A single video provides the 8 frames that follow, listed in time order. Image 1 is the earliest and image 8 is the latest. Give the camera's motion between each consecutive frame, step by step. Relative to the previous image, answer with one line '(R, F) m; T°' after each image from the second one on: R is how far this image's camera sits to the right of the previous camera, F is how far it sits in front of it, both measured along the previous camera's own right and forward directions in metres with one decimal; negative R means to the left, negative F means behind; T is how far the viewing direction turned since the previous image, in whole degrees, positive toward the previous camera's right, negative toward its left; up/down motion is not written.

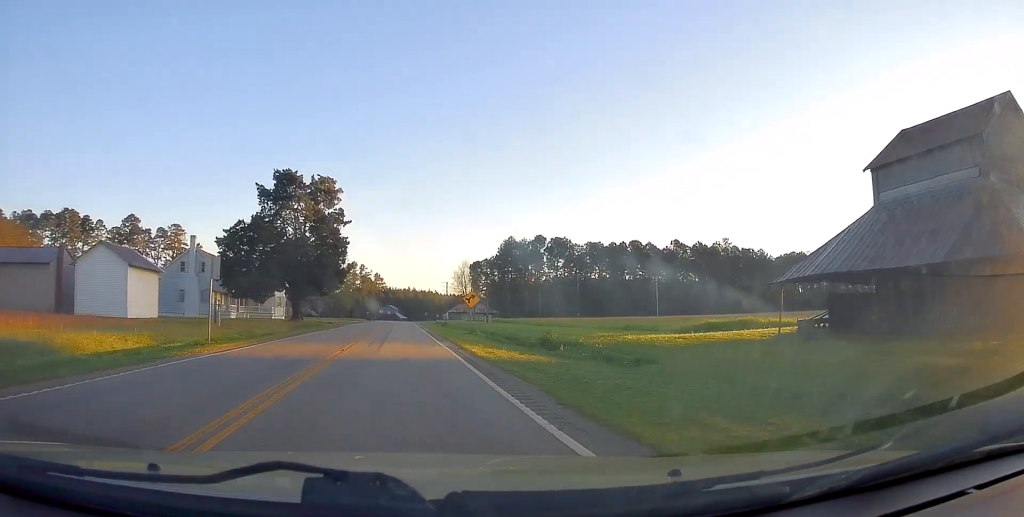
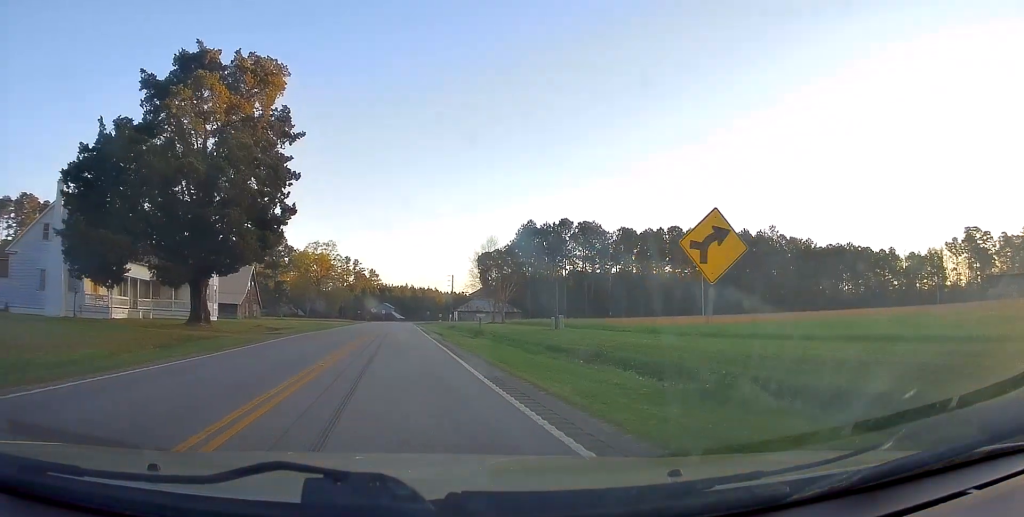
(+0.1, +28.1) m; +1°
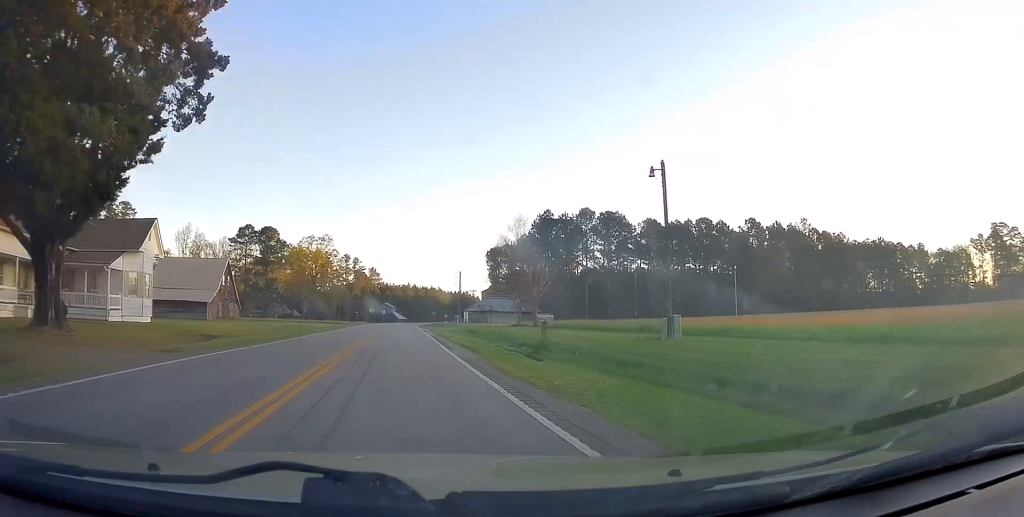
(+0.2, +14.4) m; 0°
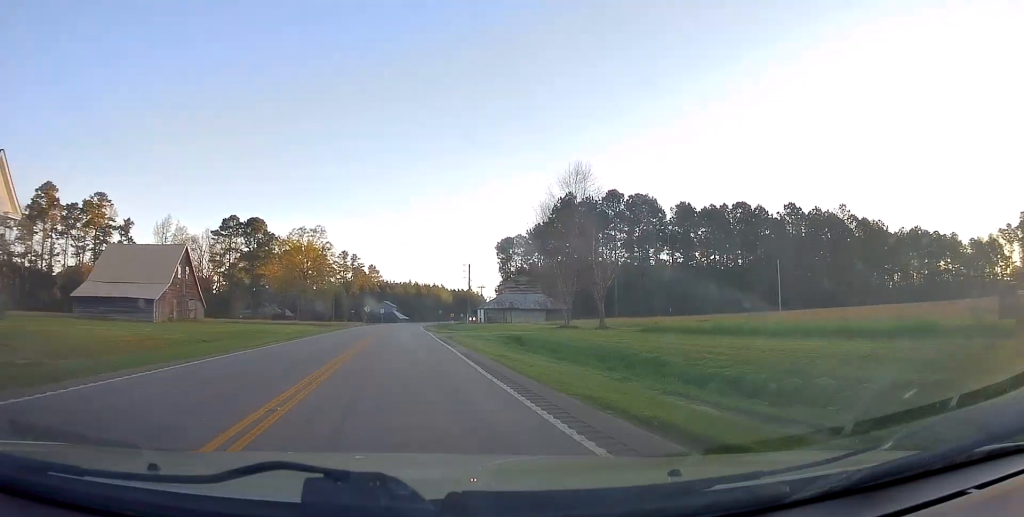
(+0.1, +16.3) m; 0°
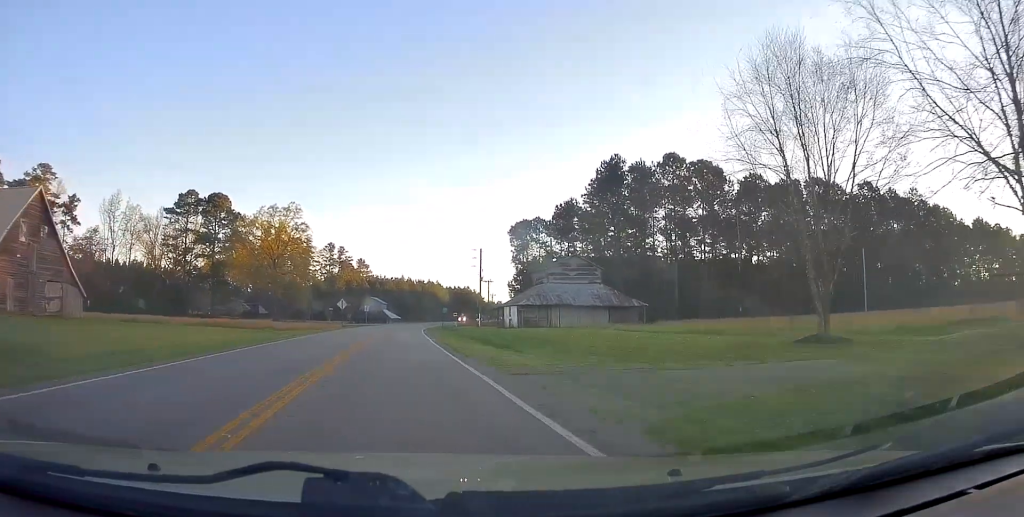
(-0.3, +26.7) m; -1°
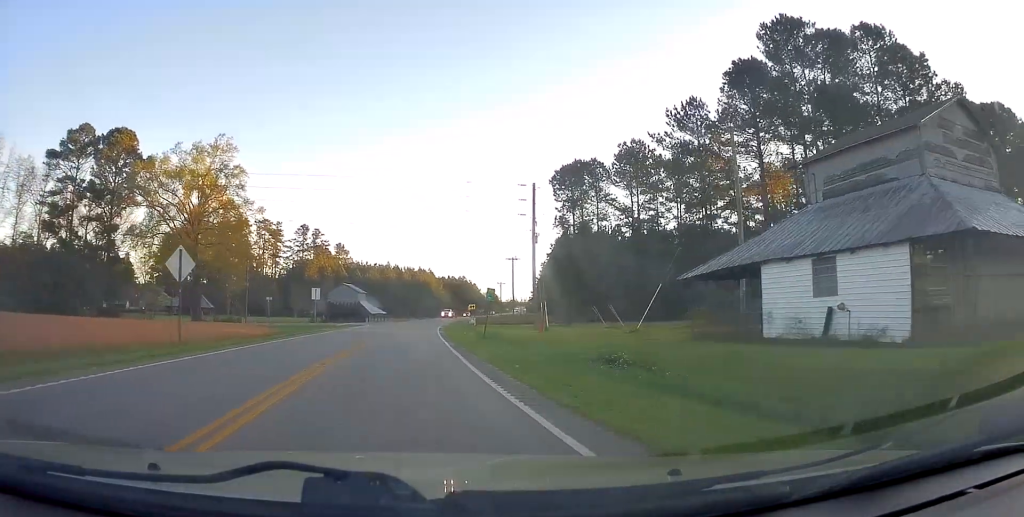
(+0.6, +41.2) m; +2°
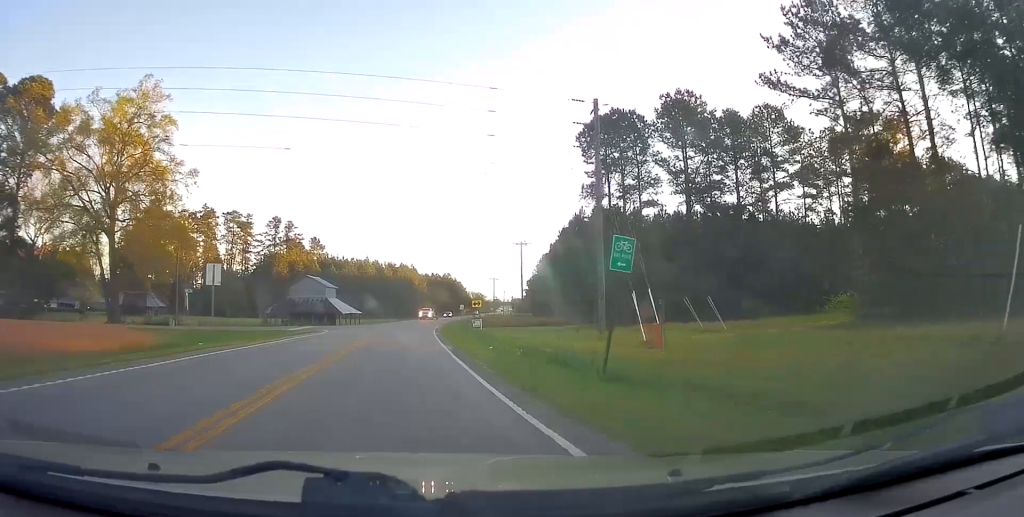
(+0.1, +19.2) m; +1°
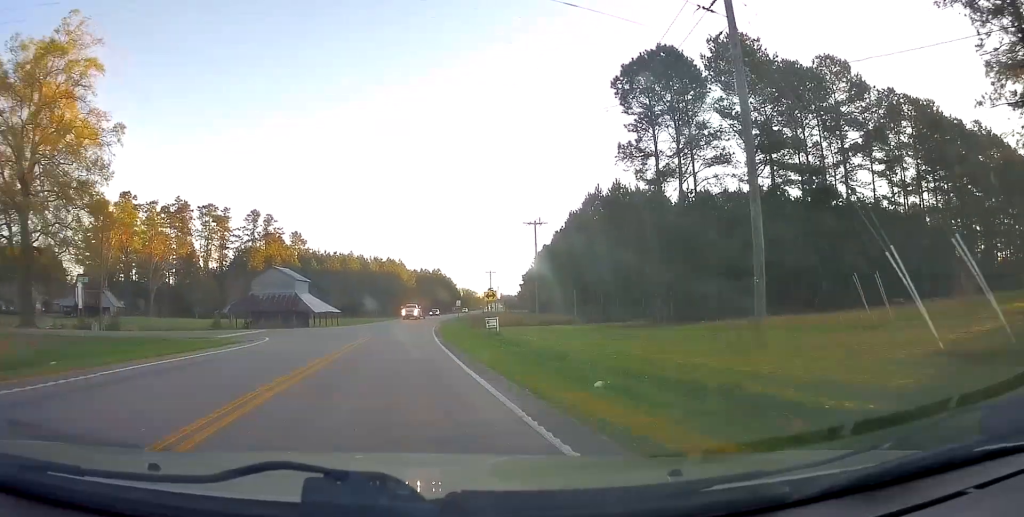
(+0.1, +13.6) m; +1°
